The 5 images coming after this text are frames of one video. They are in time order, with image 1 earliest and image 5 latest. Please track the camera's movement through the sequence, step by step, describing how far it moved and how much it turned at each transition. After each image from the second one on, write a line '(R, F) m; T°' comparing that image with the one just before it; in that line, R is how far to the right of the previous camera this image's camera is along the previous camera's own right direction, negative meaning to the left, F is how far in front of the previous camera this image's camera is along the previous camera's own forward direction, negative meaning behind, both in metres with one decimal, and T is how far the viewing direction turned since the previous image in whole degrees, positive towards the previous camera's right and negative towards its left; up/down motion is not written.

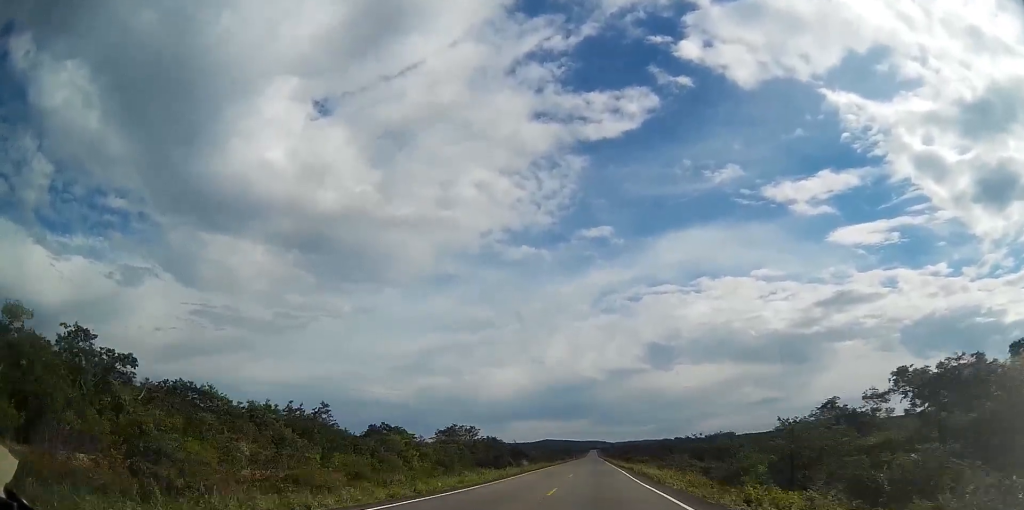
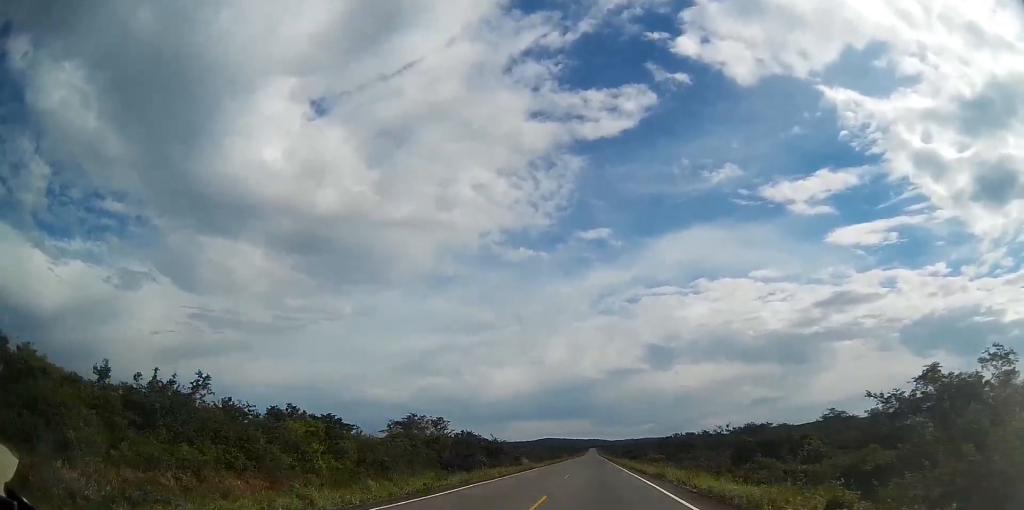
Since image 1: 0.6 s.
(0.0, +20.8) m; 0°
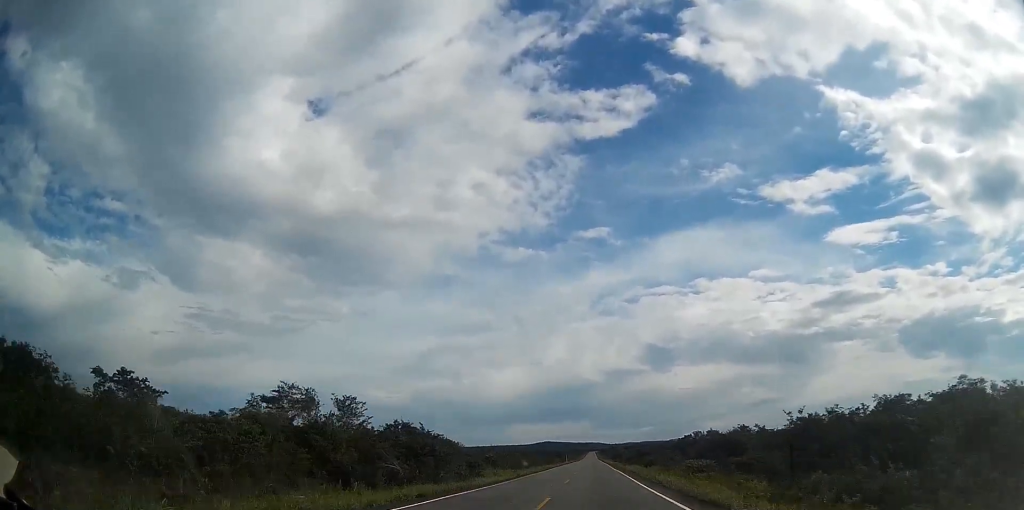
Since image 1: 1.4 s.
(+0.1, +30.0) m; 0°
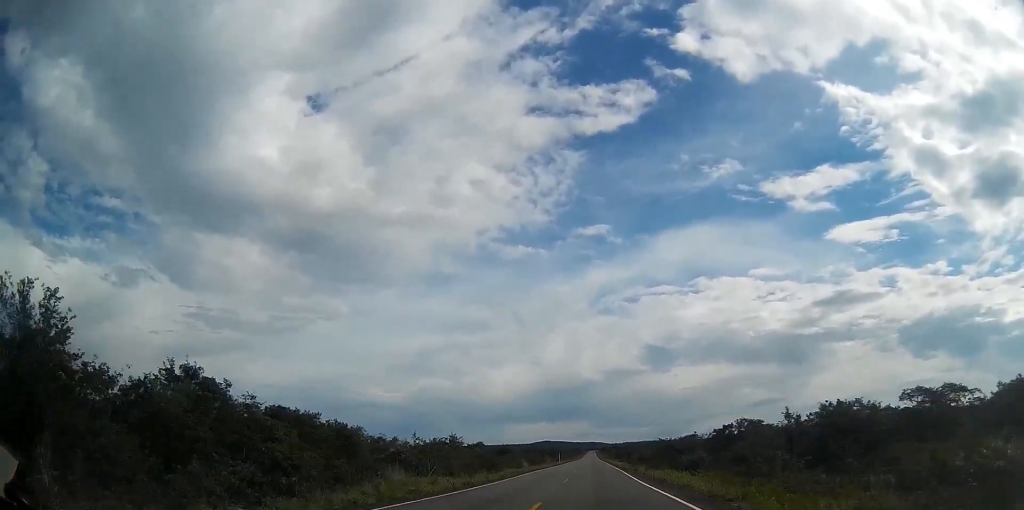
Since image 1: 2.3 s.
(0.0, +34.7) m; 0°
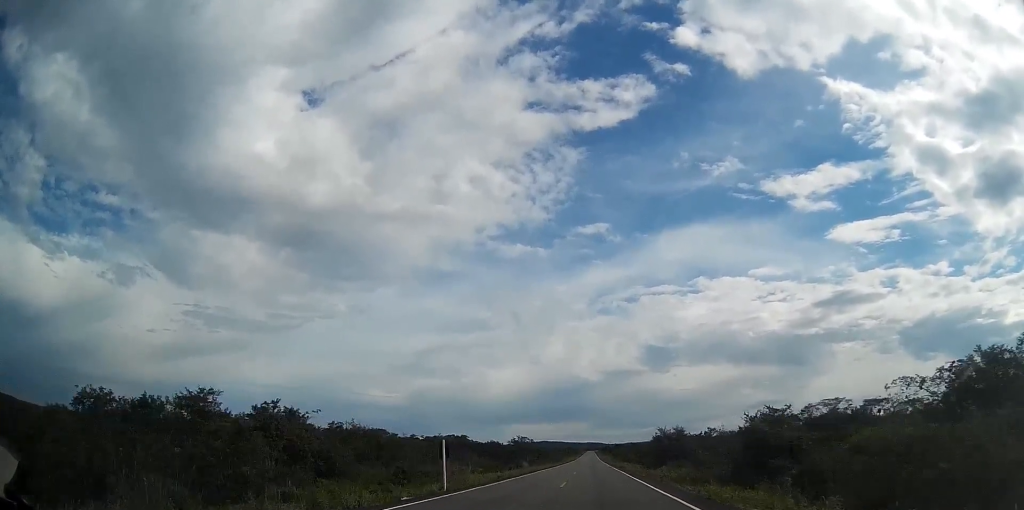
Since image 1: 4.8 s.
(-0.1, +96.1) m; 0°
